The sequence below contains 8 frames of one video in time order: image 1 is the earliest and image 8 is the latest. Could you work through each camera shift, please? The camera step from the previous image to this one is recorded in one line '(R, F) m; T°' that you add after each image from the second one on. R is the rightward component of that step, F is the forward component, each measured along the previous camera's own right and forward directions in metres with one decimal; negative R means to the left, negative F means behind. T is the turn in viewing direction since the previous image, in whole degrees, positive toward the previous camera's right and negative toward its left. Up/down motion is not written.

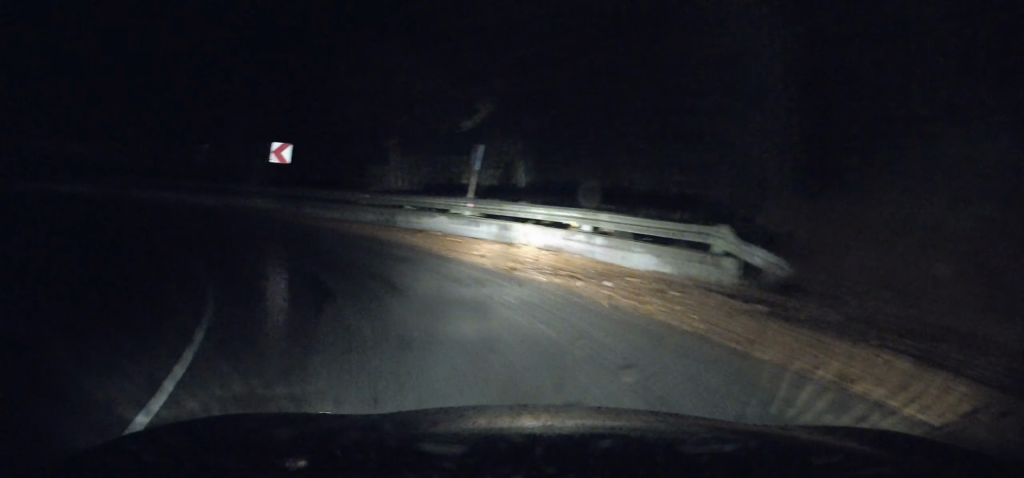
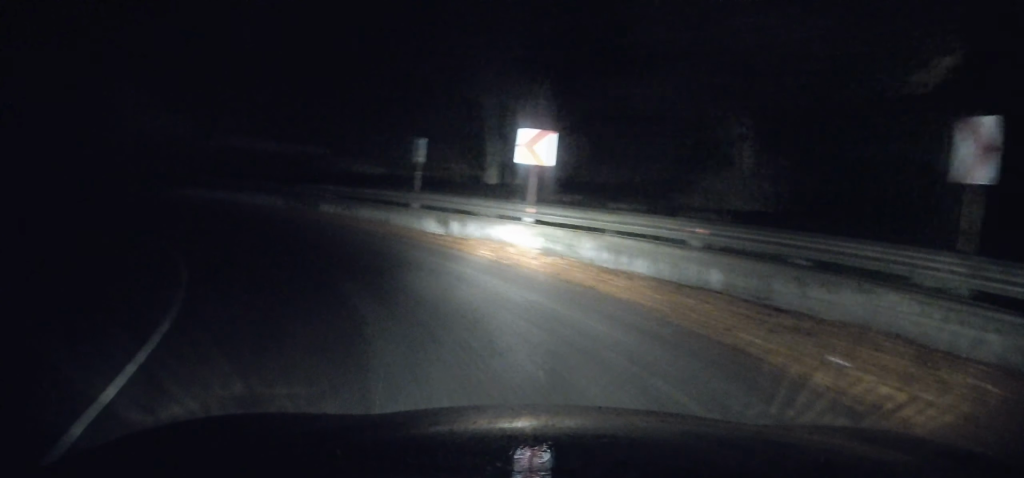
(-2.1, +8.0) m; -37°
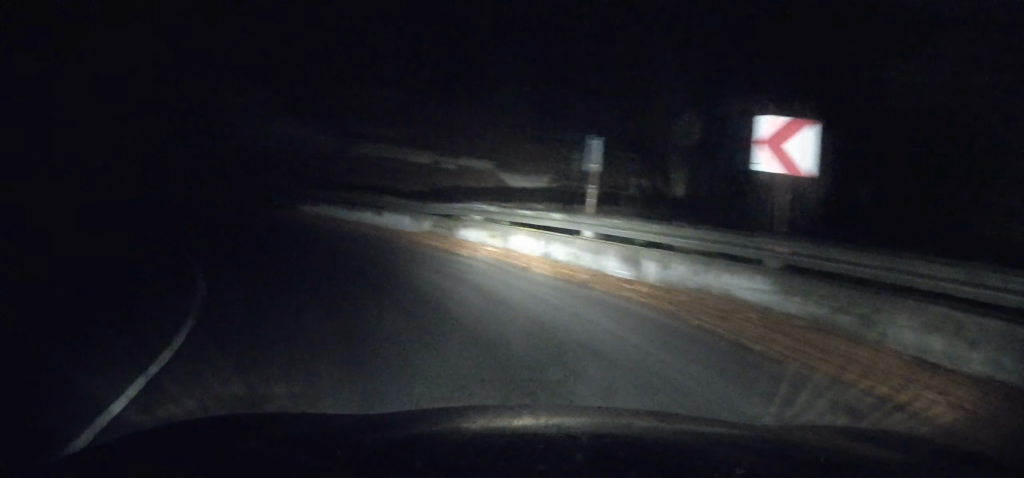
(-0.7, +3.9) m; -19°
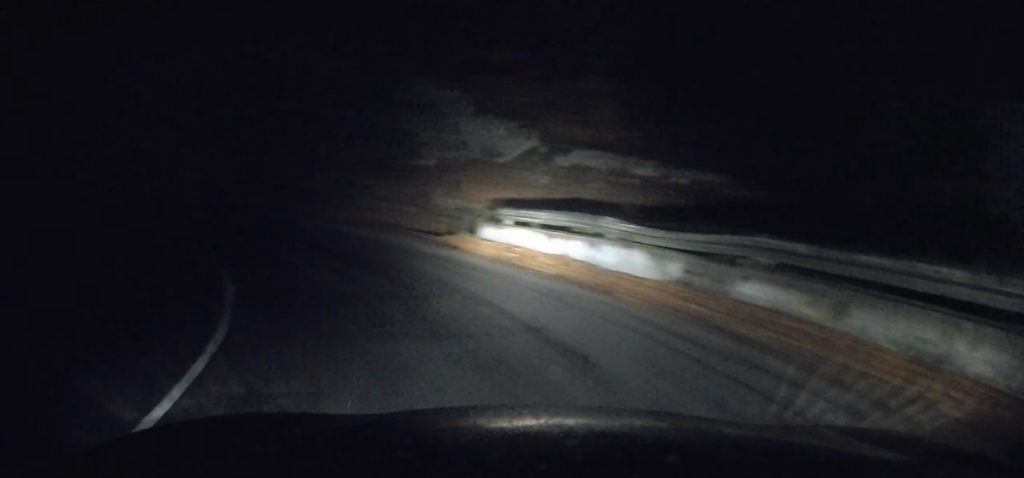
(-0.9, +5.3) m; -19°
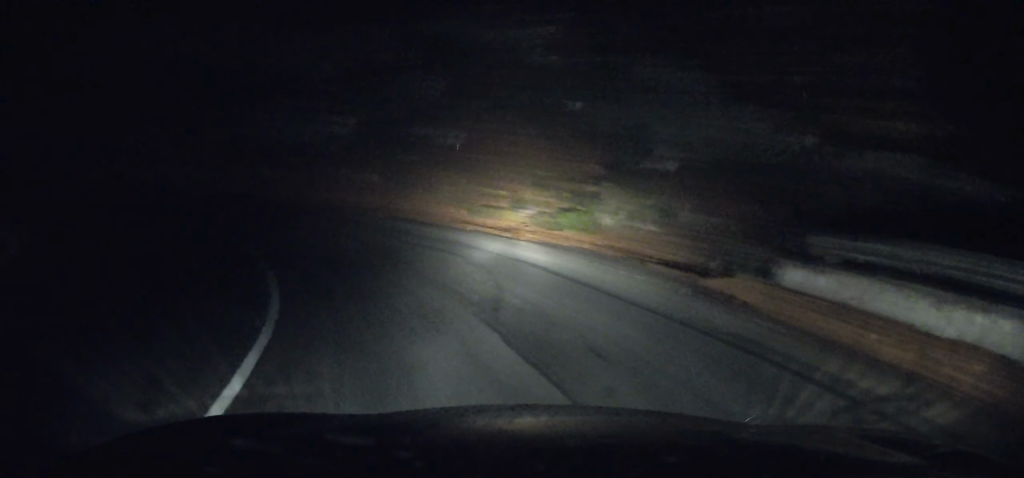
(-0.8, +6.2) m; -18°
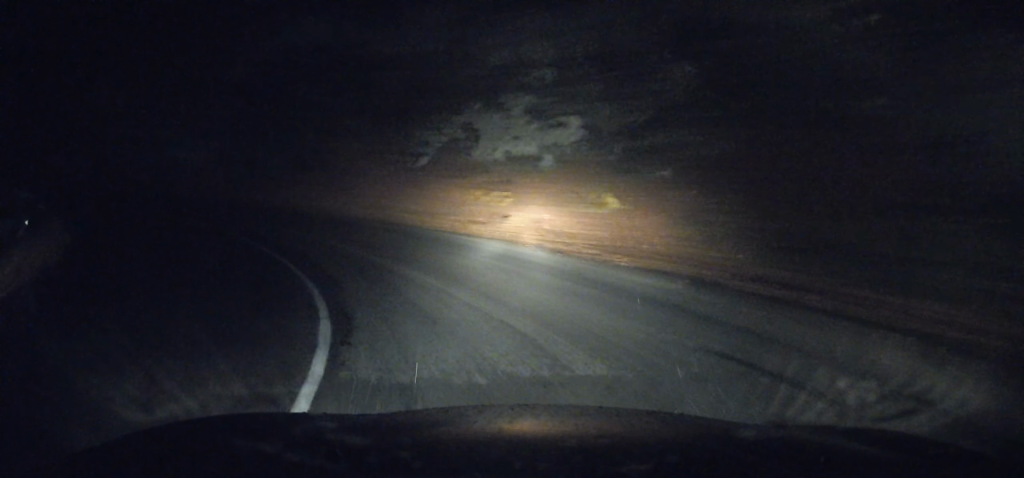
(-1.4, +6.7) m; -21°
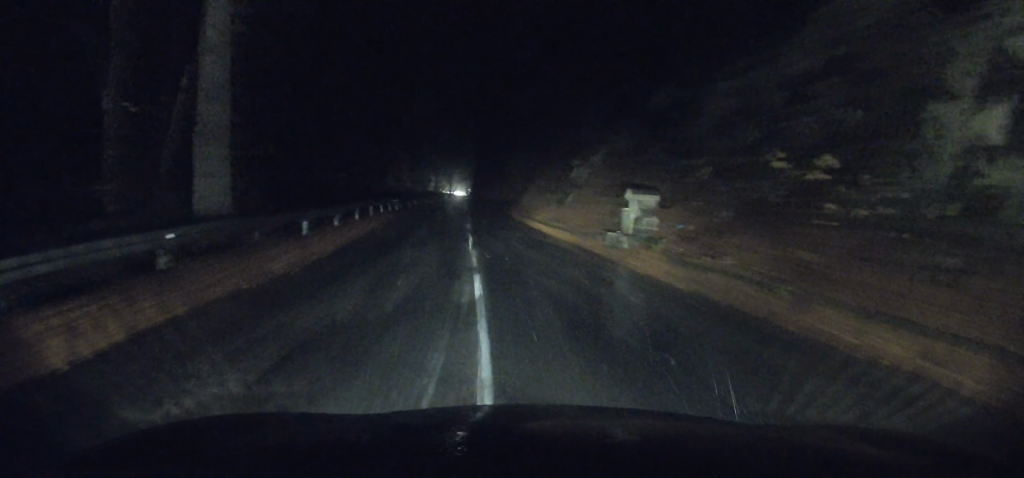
(-10.6, +23.3) m; -35°
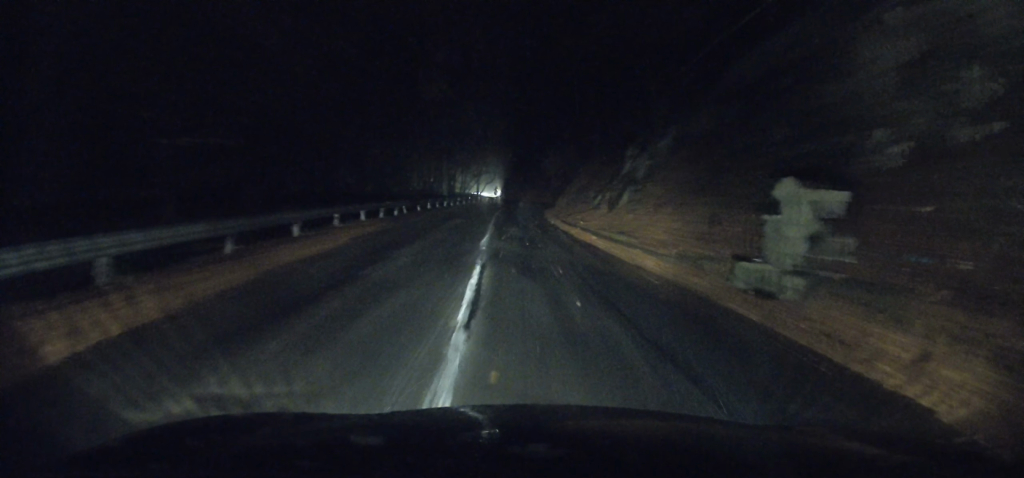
(-0.5, +10.0) m; -2°
